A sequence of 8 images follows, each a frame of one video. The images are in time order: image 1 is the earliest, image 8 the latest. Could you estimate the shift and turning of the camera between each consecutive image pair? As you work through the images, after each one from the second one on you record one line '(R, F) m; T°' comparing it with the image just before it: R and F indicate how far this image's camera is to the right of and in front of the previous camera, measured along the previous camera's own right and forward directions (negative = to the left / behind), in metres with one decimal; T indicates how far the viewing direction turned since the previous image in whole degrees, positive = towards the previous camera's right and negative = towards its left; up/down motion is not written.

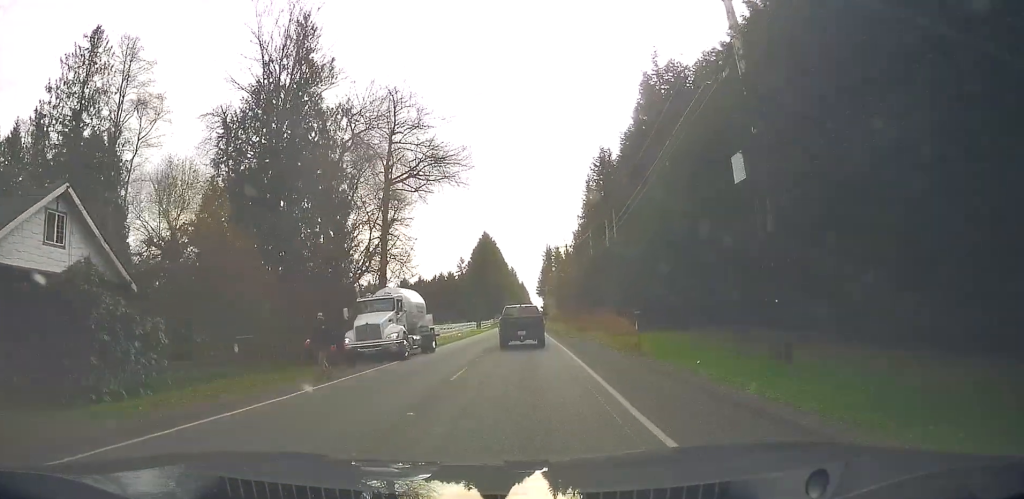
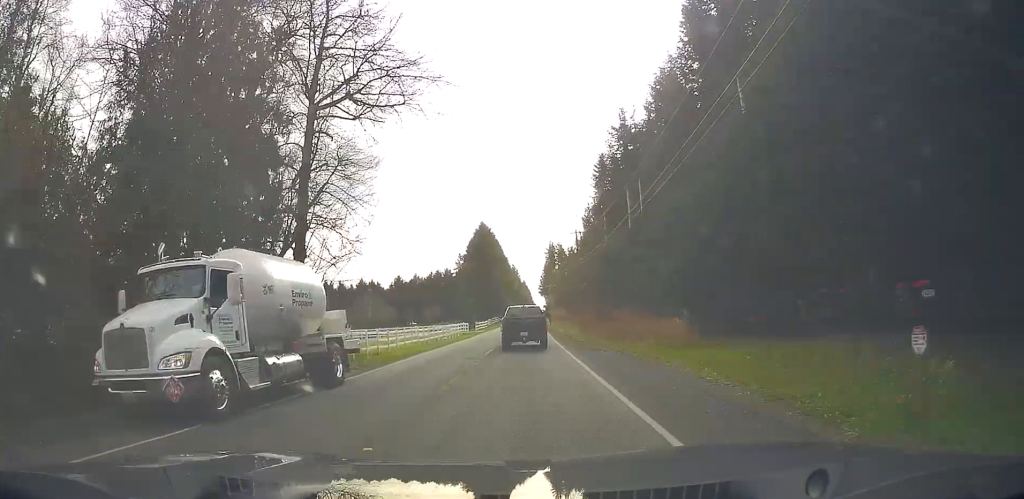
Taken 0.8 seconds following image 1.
(-0.2, +15.1) m; +1°
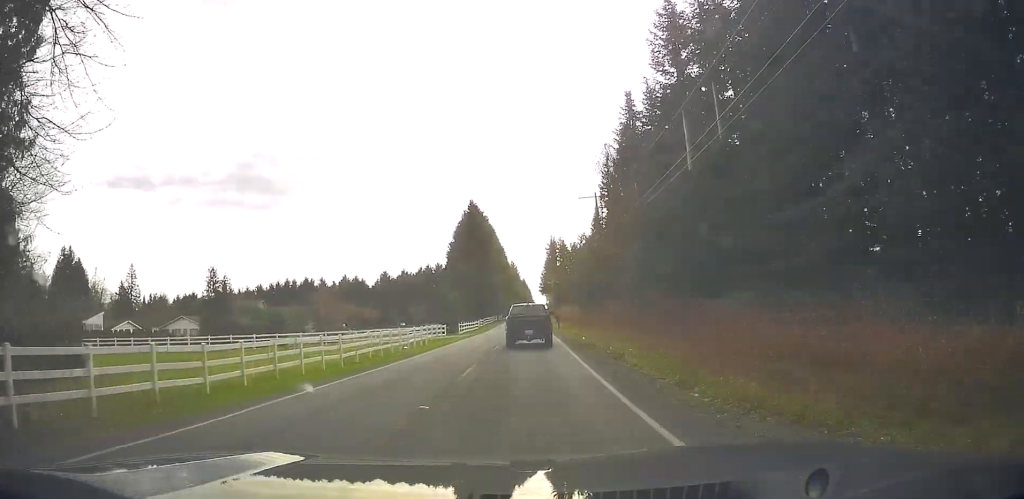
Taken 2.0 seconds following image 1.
(+0.6, +22.5) m; +1°
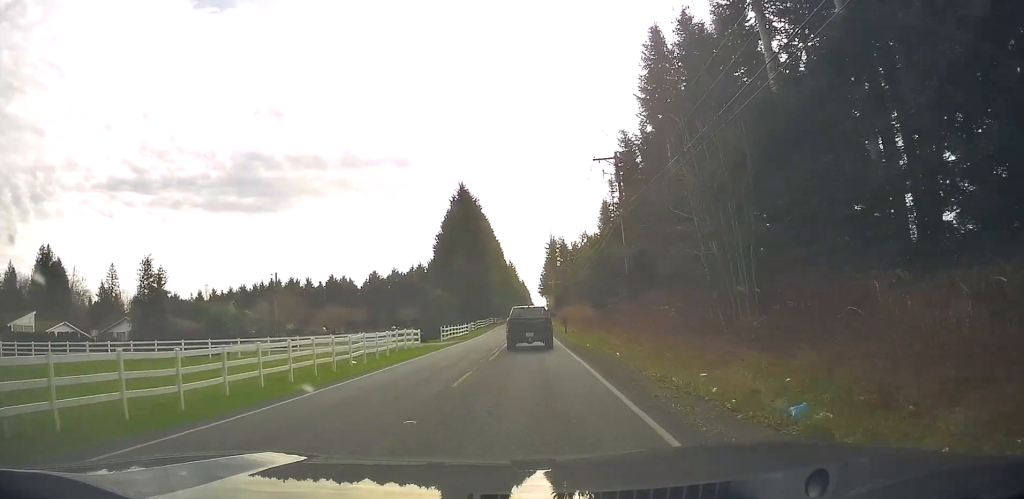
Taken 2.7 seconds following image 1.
(-0.2, +13.7) m; 0°
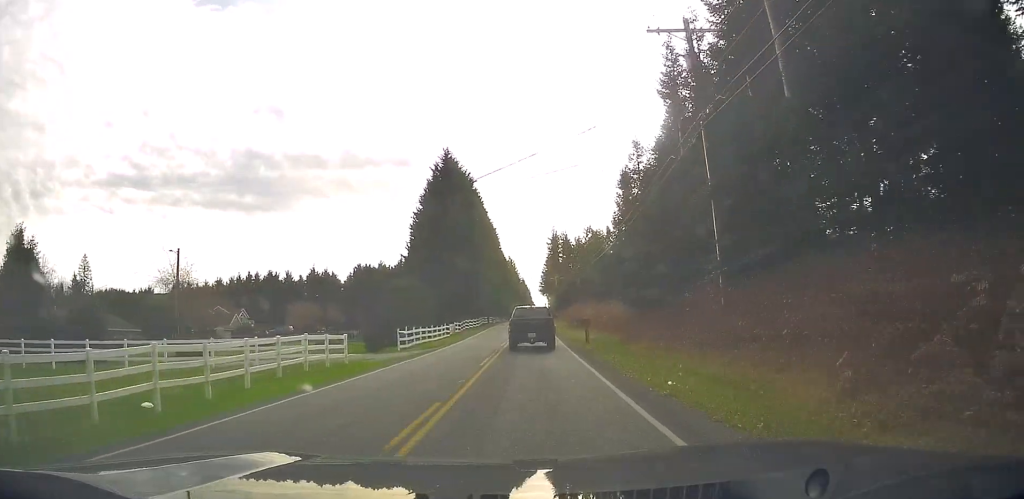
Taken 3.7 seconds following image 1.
(+0.3, +18.7) m; -1°
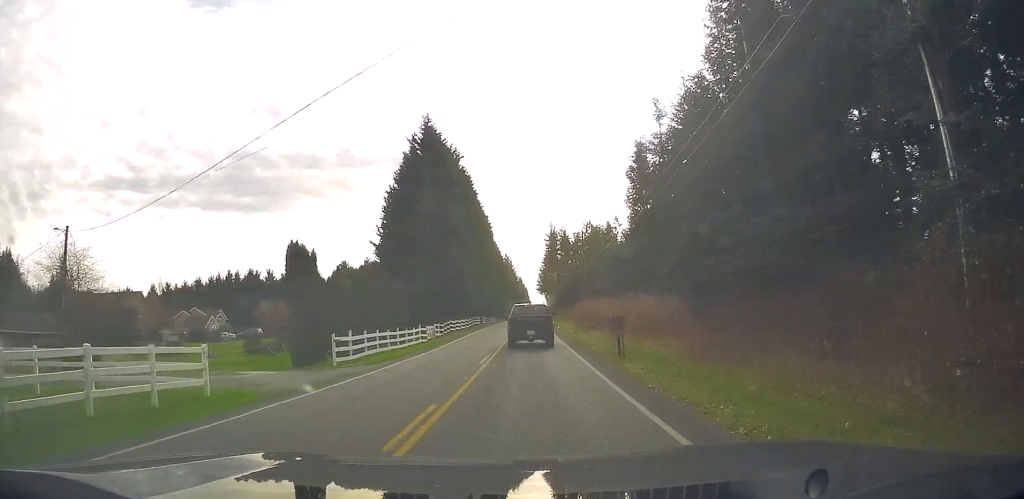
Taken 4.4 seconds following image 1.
(-0.5, +12.6) m; -1°
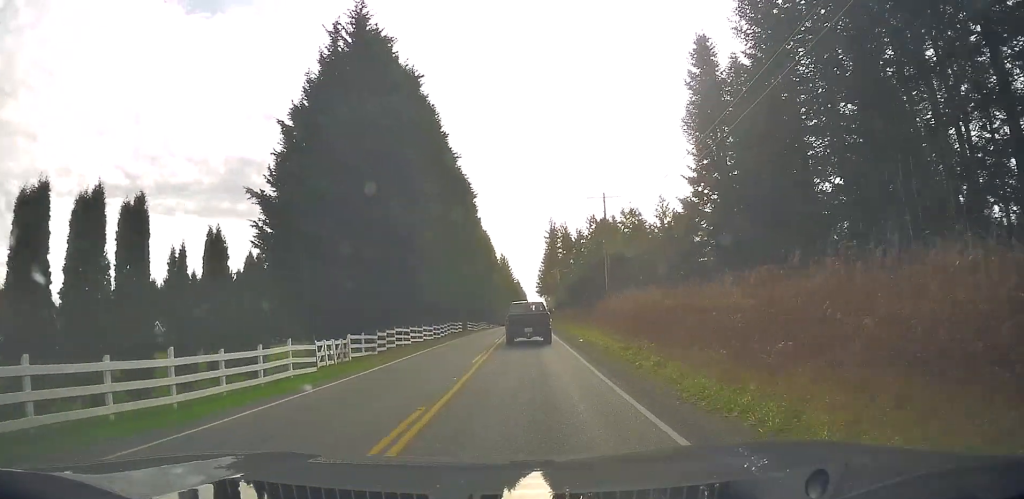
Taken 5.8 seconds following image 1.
(-0.2, +25.8) m; +2°
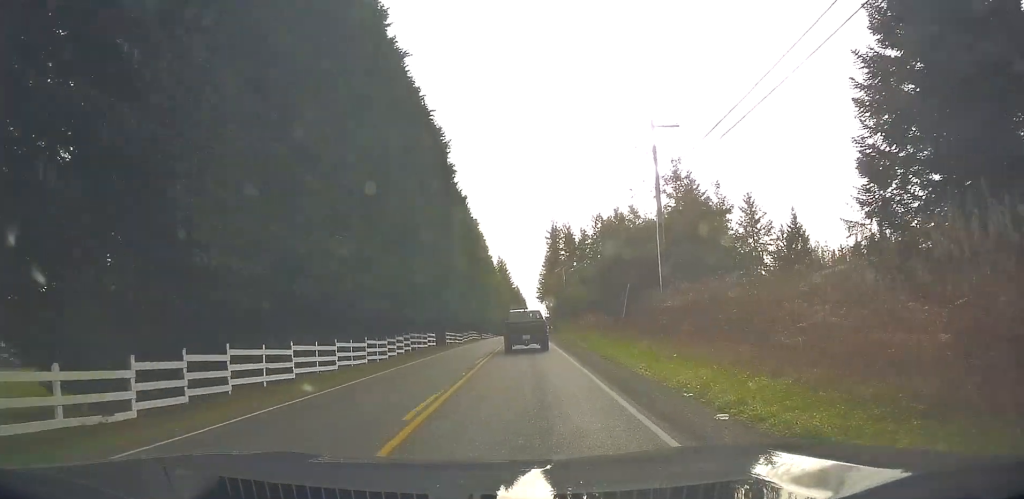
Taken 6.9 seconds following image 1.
(+0.8, +22.5) m; +2°
